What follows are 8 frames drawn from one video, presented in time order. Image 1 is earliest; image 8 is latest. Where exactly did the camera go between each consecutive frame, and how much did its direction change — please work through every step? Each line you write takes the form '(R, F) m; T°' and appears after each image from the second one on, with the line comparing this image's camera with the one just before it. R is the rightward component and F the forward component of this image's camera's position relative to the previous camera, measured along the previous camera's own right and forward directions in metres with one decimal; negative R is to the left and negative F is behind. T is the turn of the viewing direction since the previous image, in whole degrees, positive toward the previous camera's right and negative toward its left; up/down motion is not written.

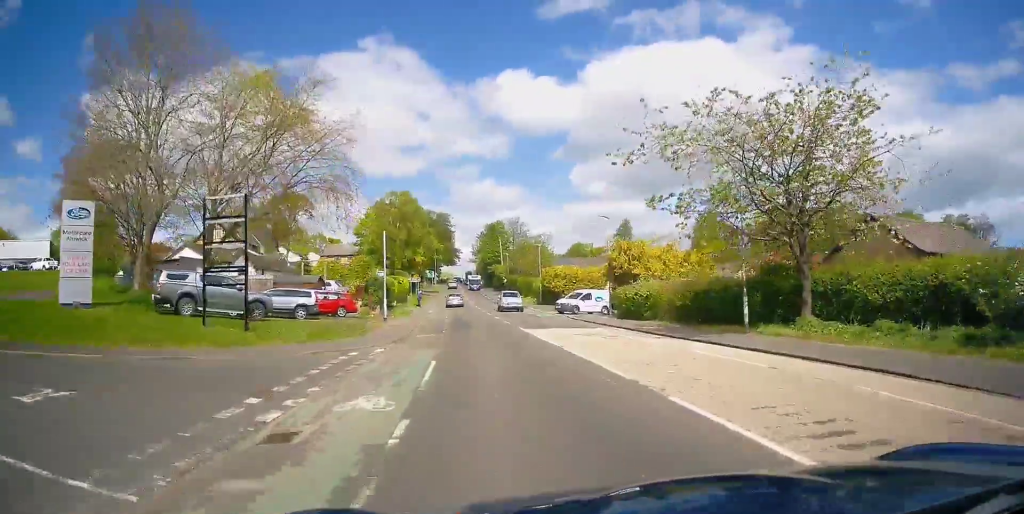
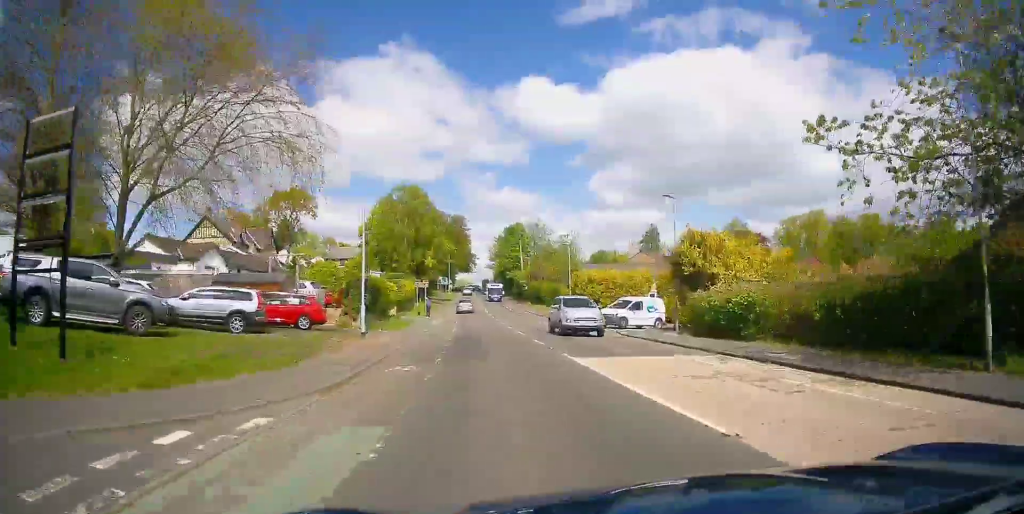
(-0.2, +10.2) m; -1°
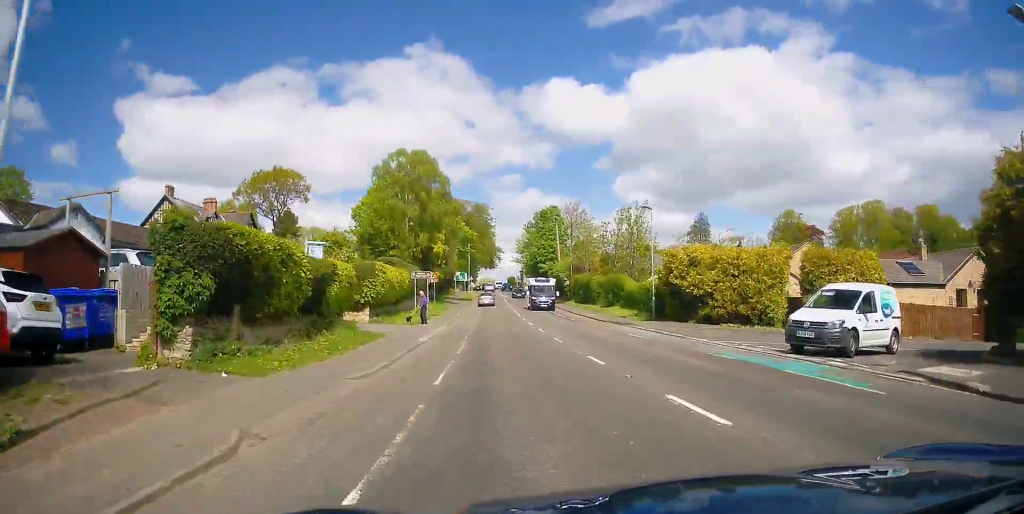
(-0.7, +19.5) m; -3°
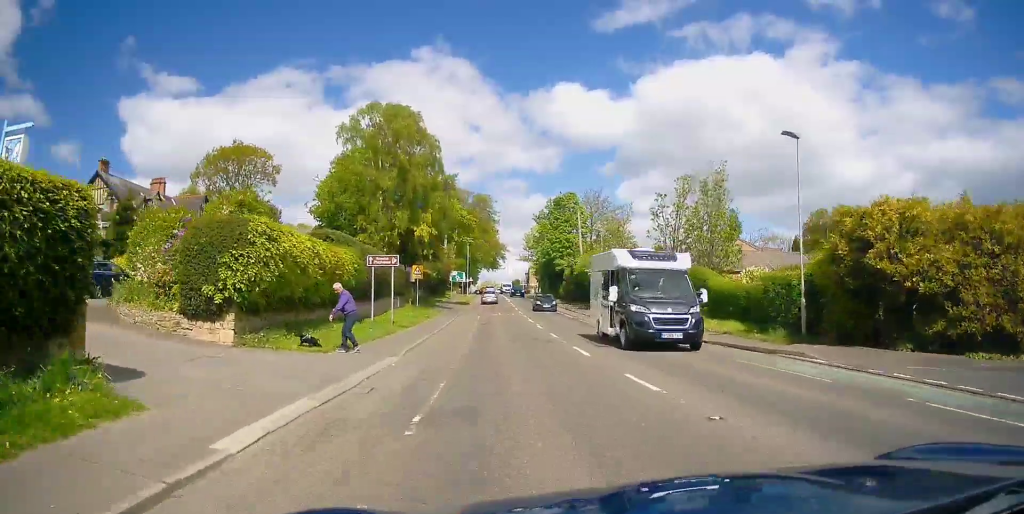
(+0.2, +16.0) m; 0°
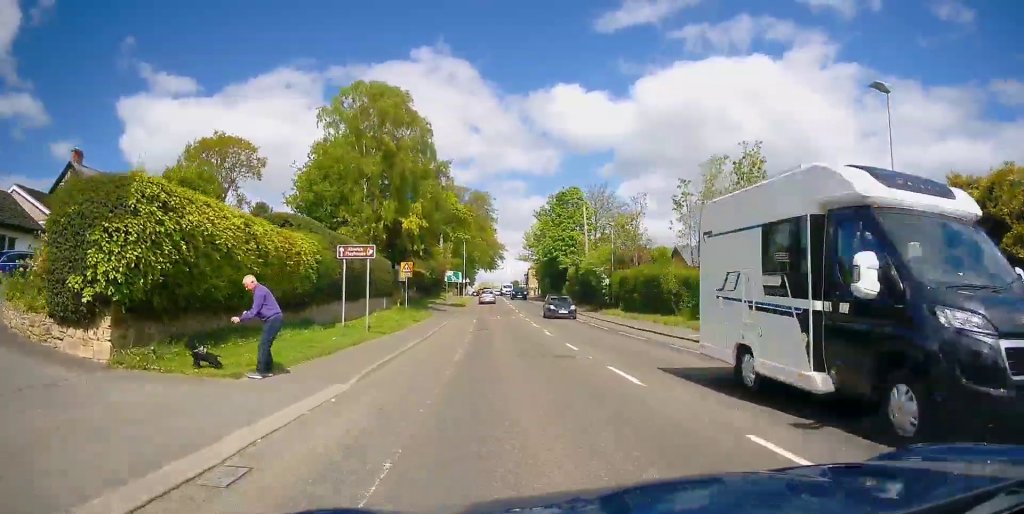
(-0.1, +4.5) m; 0°
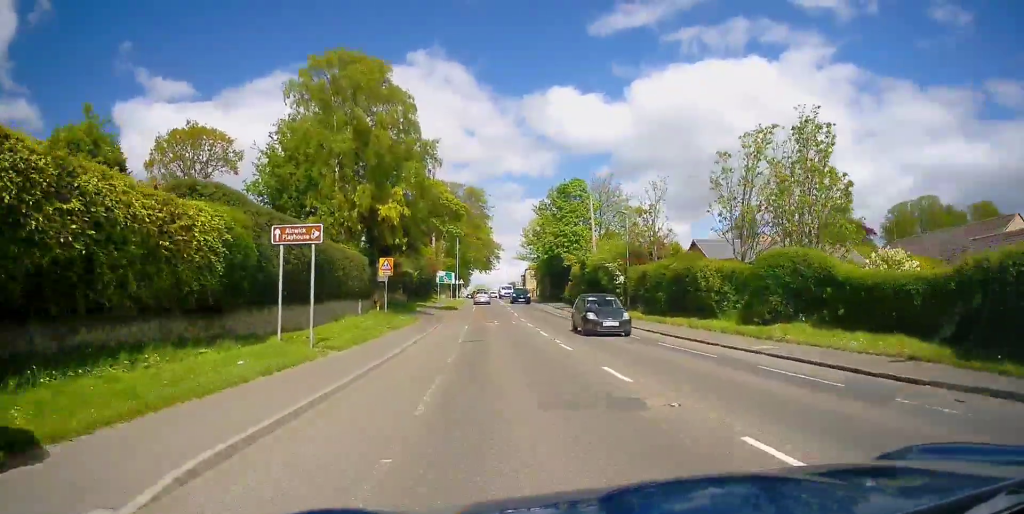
(+0.1, +6.1) m; 0°
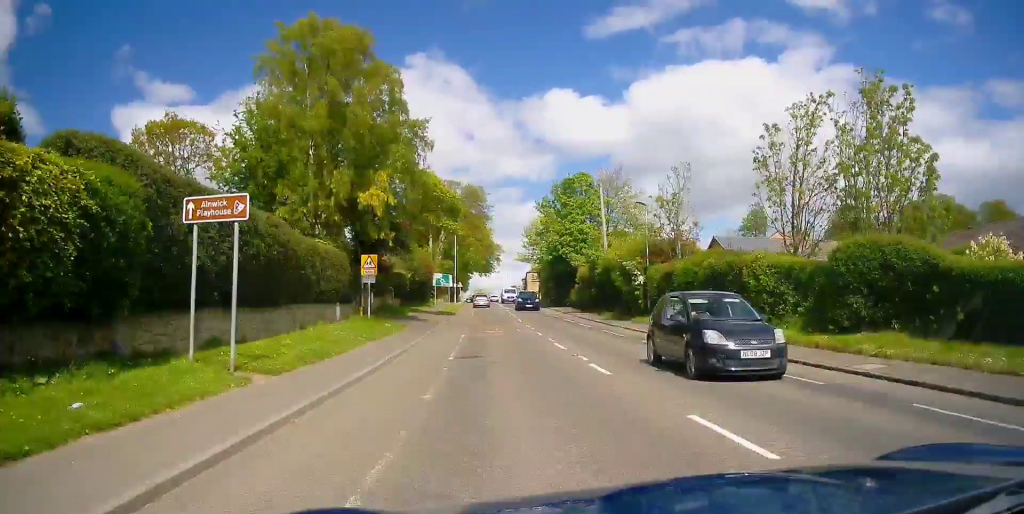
(+0.1, +4.9) m; 0°
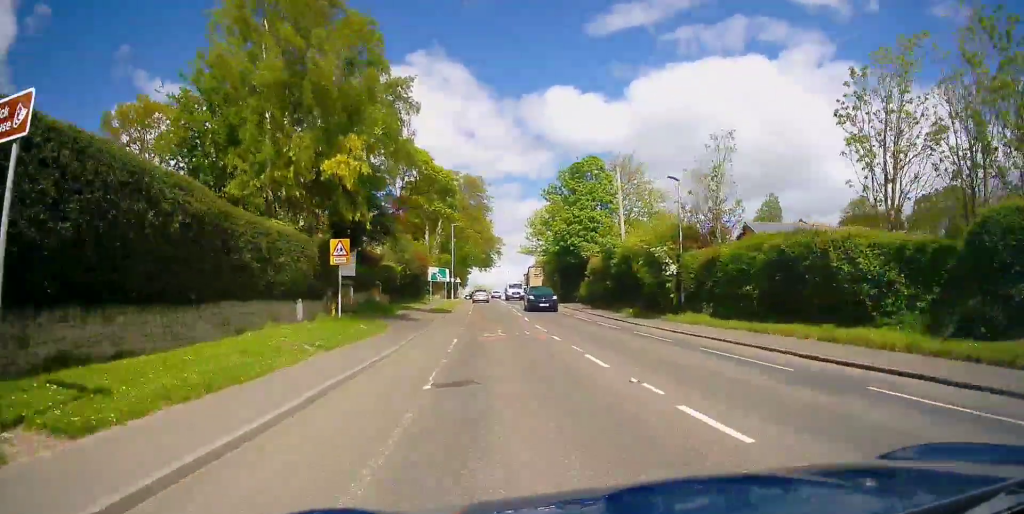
(-0.1, +5.7) m; 0°
